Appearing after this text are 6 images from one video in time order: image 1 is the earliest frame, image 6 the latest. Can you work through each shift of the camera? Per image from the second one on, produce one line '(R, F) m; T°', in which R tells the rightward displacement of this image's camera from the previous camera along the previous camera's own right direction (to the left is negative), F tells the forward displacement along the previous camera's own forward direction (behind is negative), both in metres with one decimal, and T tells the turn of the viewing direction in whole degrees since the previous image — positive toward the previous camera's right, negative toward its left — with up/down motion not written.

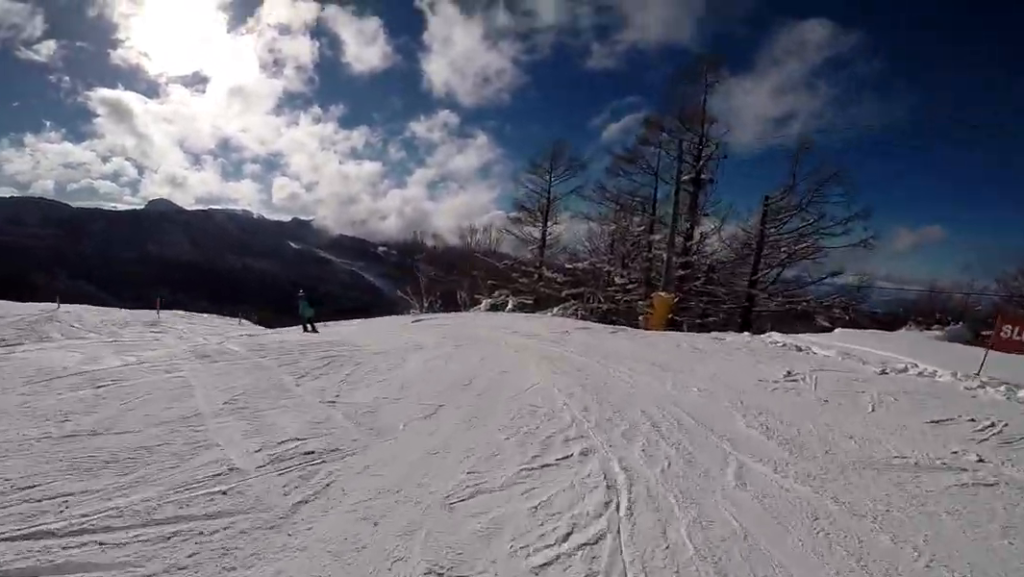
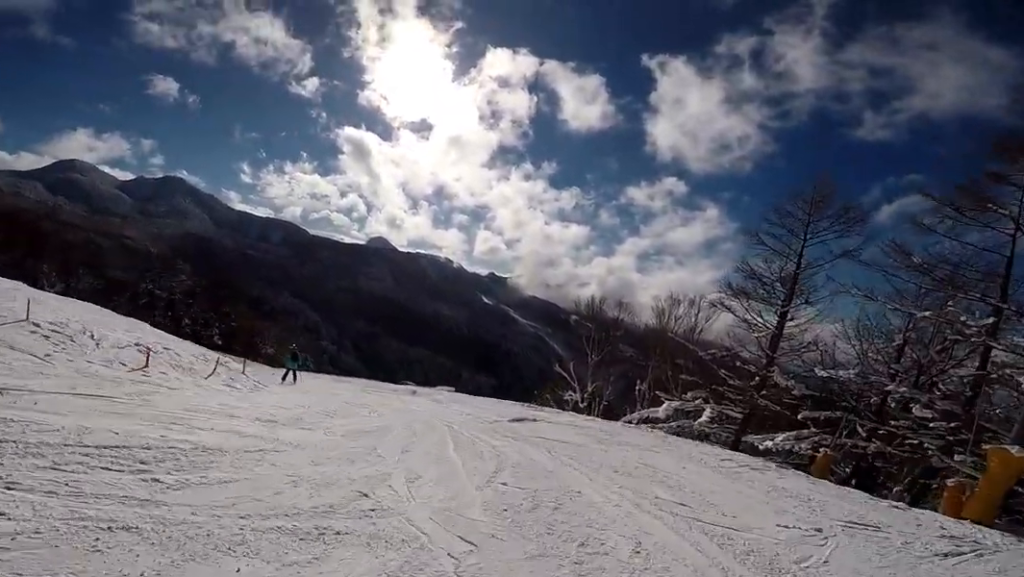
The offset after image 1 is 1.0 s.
(-1.5, +5.7) m; -33°
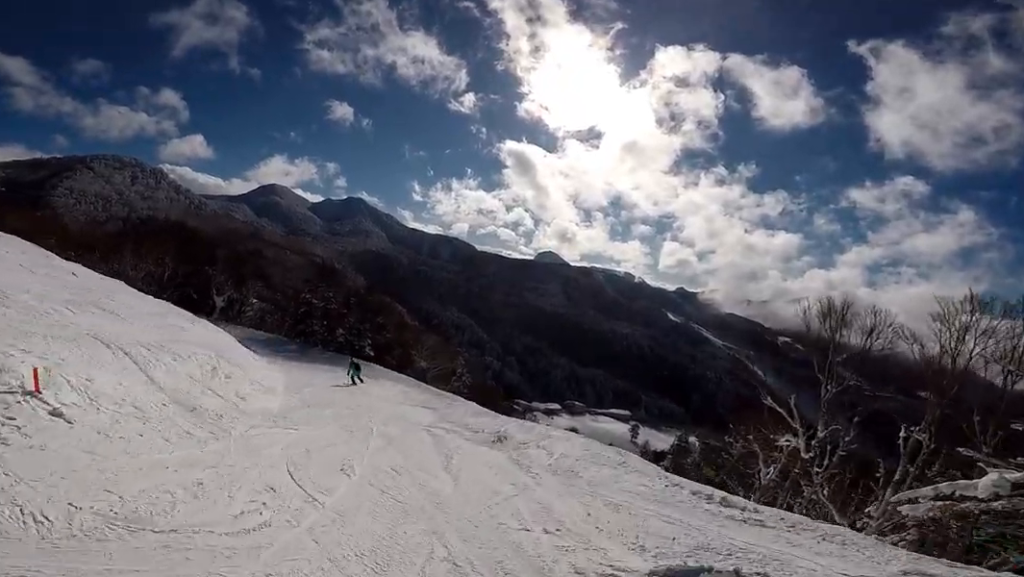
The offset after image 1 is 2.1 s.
(-2.3, +6.0) m; -30°
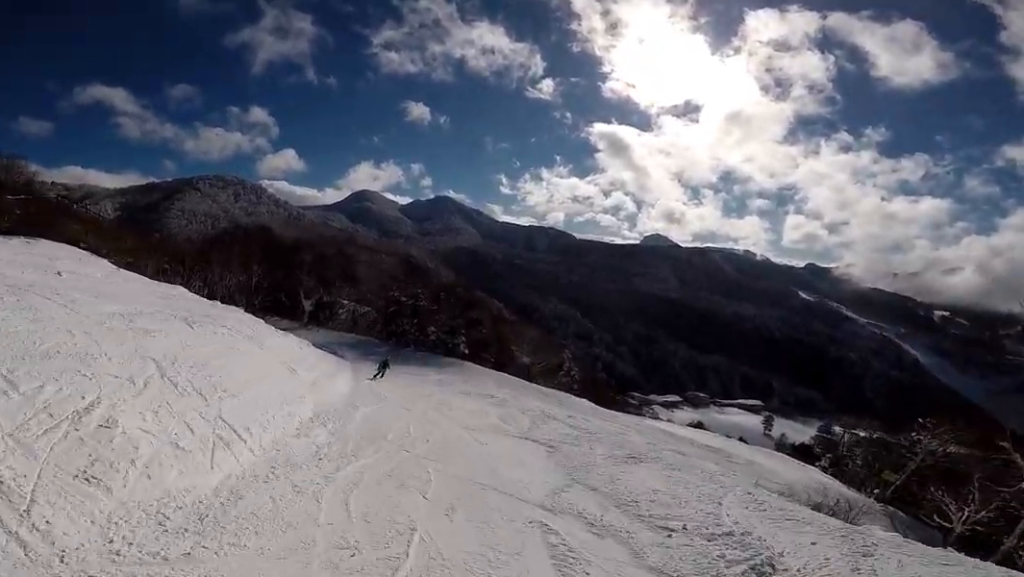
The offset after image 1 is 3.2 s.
(-1.0, +6.0) m; -12°
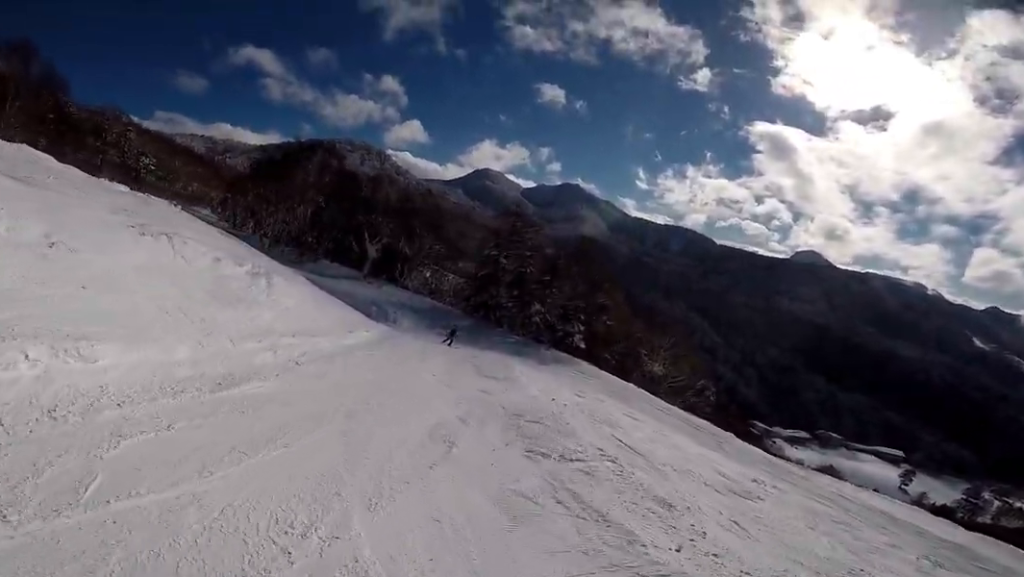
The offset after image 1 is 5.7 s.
(-2.1, +16.6) m; -19°
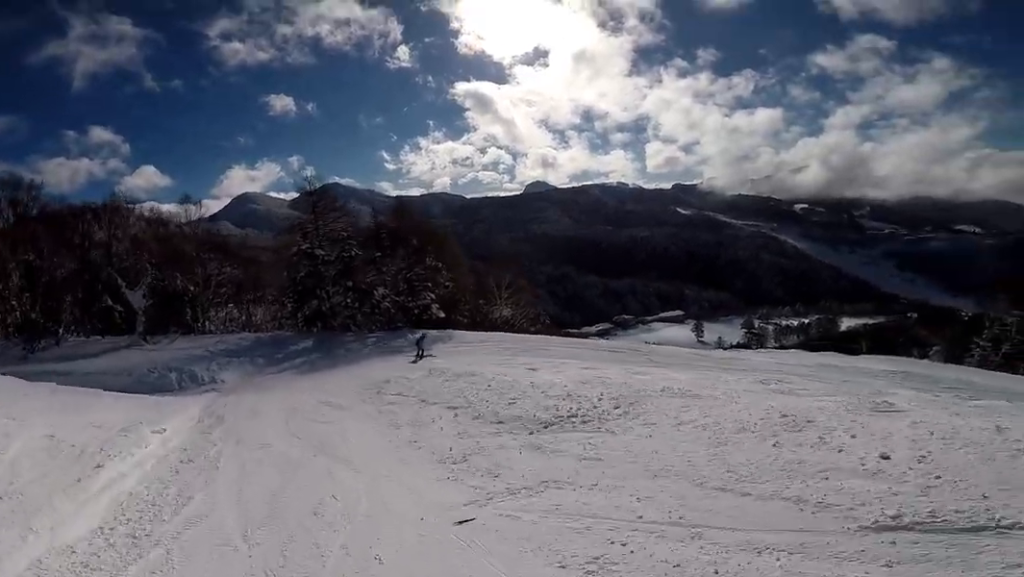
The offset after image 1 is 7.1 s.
(-0.4, +9.5) m; +6°
